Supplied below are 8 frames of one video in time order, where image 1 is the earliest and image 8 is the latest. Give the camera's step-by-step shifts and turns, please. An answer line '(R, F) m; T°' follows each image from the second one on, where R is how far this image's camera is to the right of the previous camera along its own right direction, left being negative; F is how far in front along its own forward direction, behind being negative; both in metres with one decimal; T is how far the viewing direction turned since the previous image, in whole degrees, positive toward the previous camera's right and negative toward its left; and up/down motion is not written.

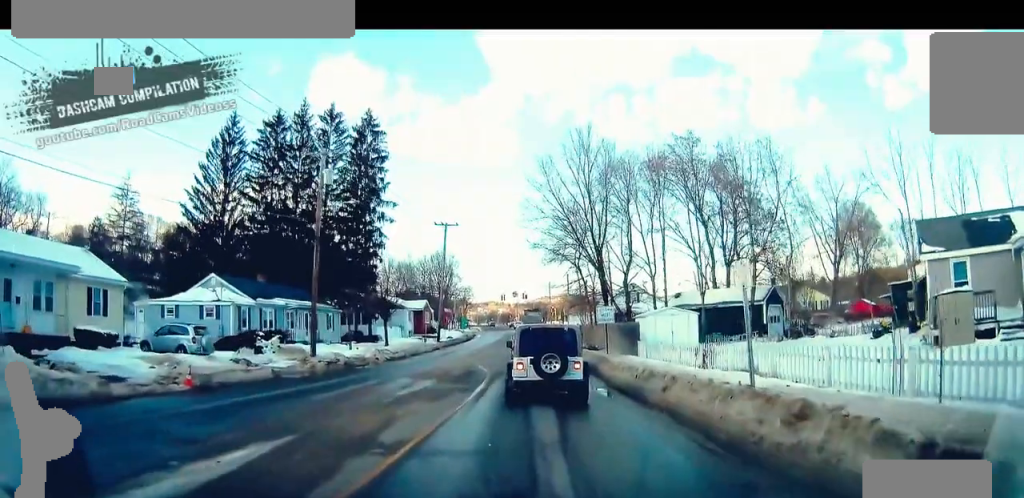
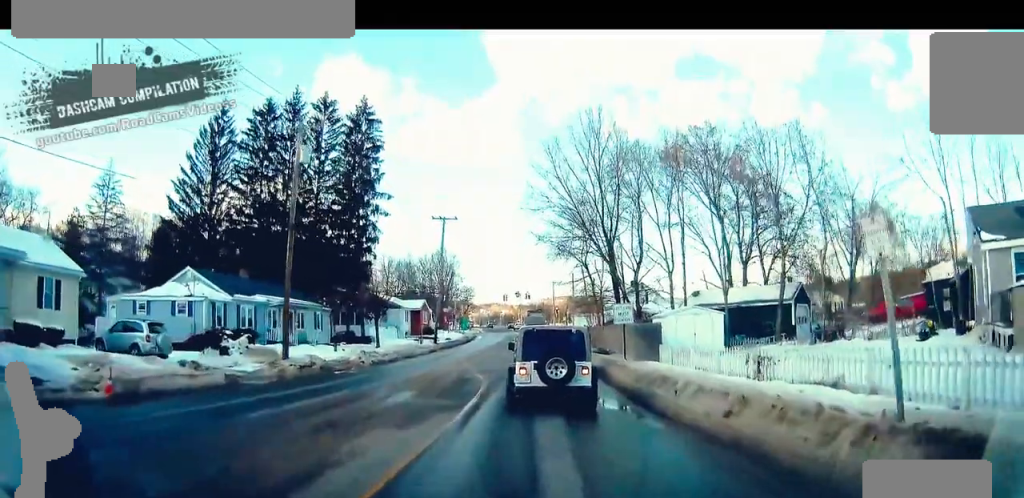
(+0.1, +3.9) m; +1°
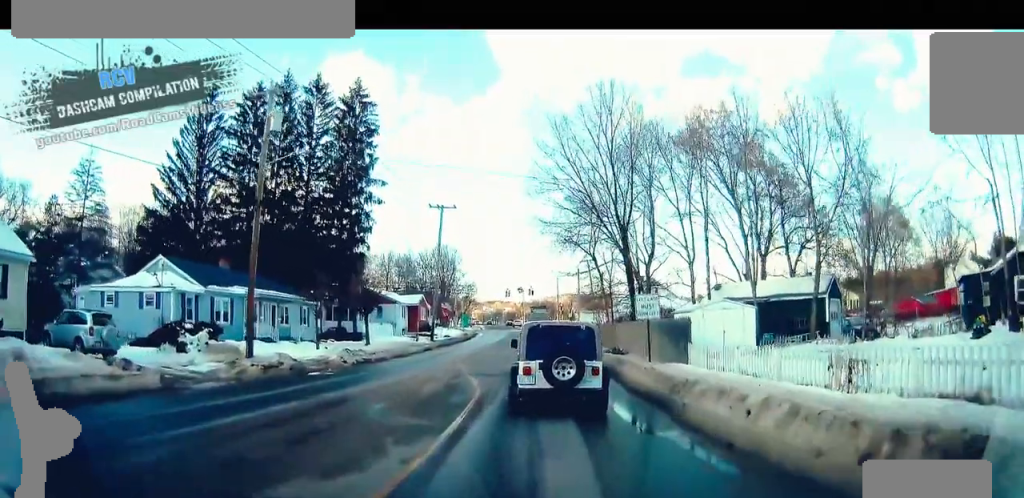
(0.0, +3.6) m; -1°
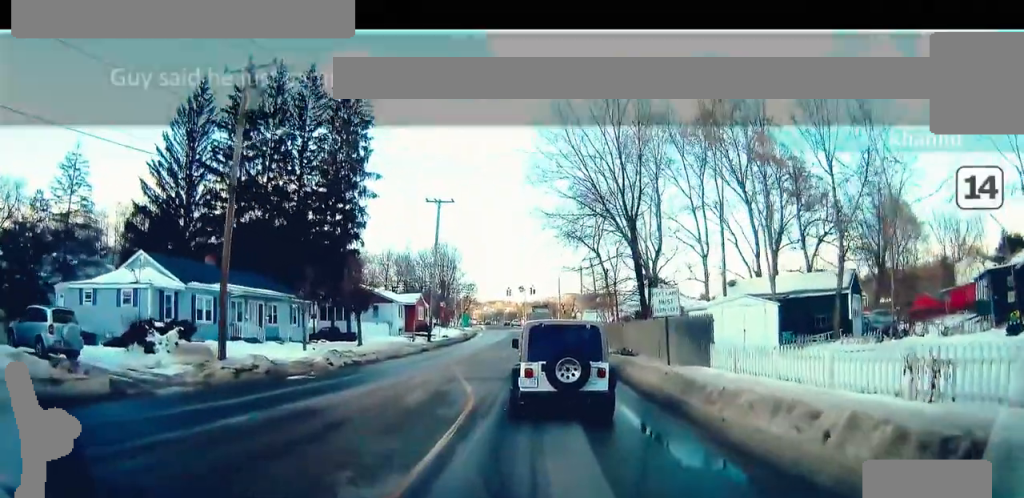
(0.0, +2.1) m; -2°
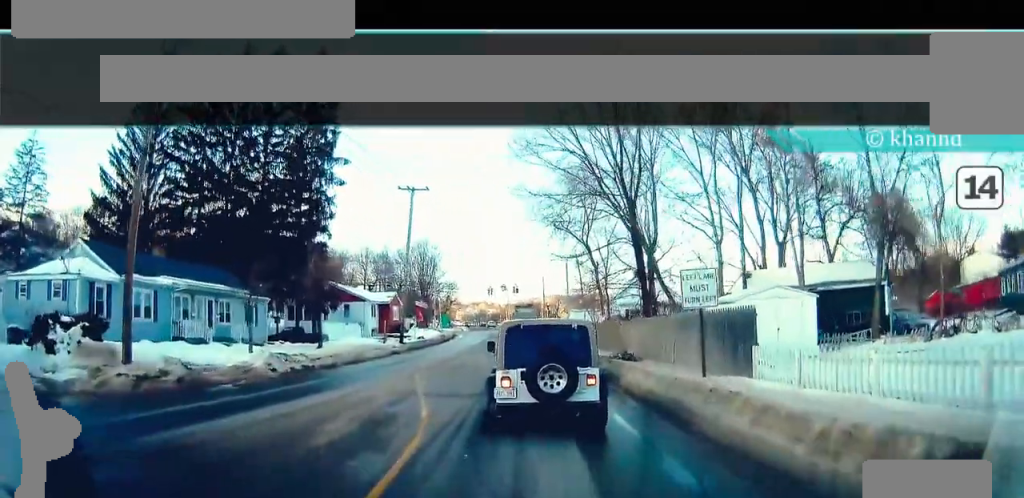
(-0.1, +3.9) m; +1°
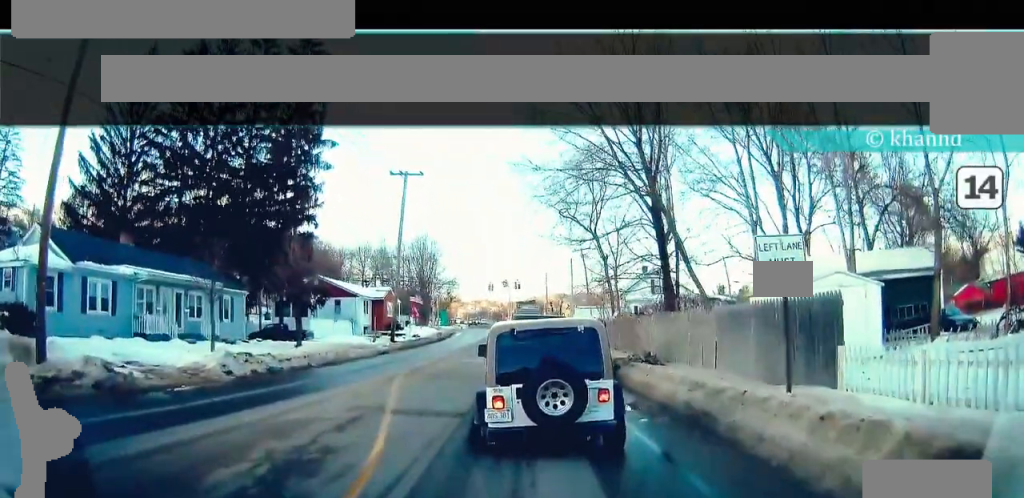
(+0.2, +3.6) m; 0°
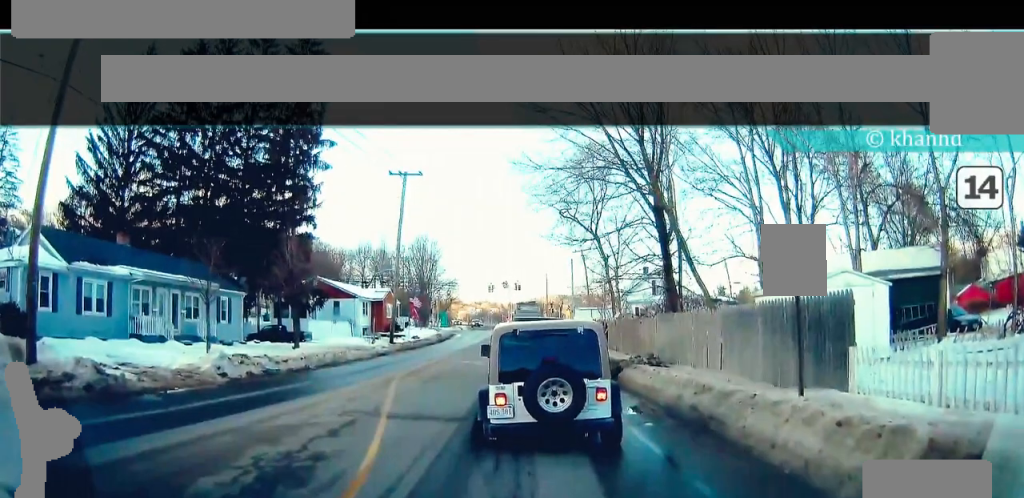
(-0.1, +1.1) m; 0°
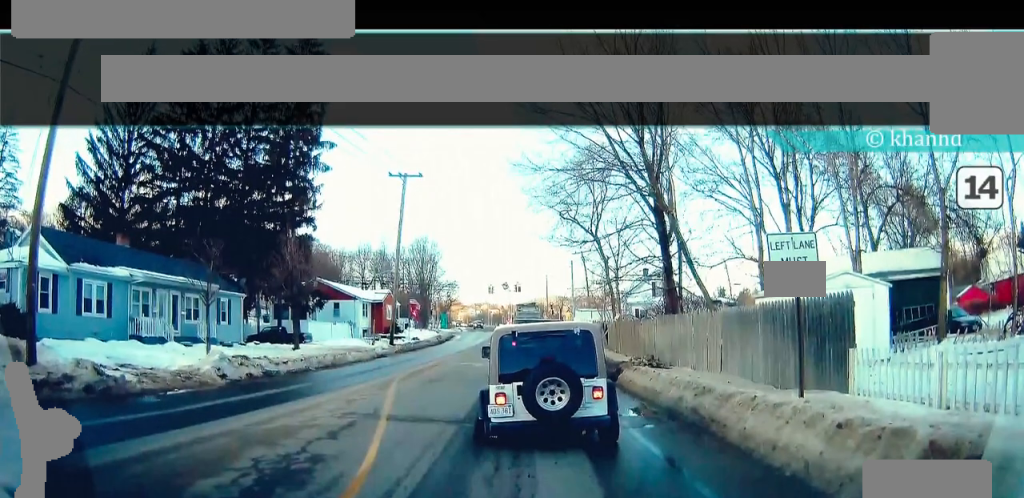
(0.0, +0.1) m; 0°
